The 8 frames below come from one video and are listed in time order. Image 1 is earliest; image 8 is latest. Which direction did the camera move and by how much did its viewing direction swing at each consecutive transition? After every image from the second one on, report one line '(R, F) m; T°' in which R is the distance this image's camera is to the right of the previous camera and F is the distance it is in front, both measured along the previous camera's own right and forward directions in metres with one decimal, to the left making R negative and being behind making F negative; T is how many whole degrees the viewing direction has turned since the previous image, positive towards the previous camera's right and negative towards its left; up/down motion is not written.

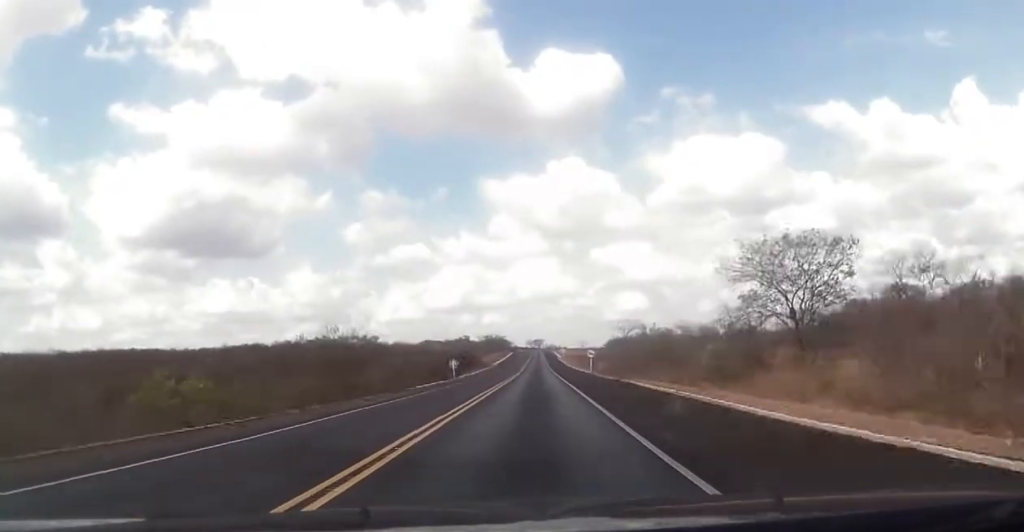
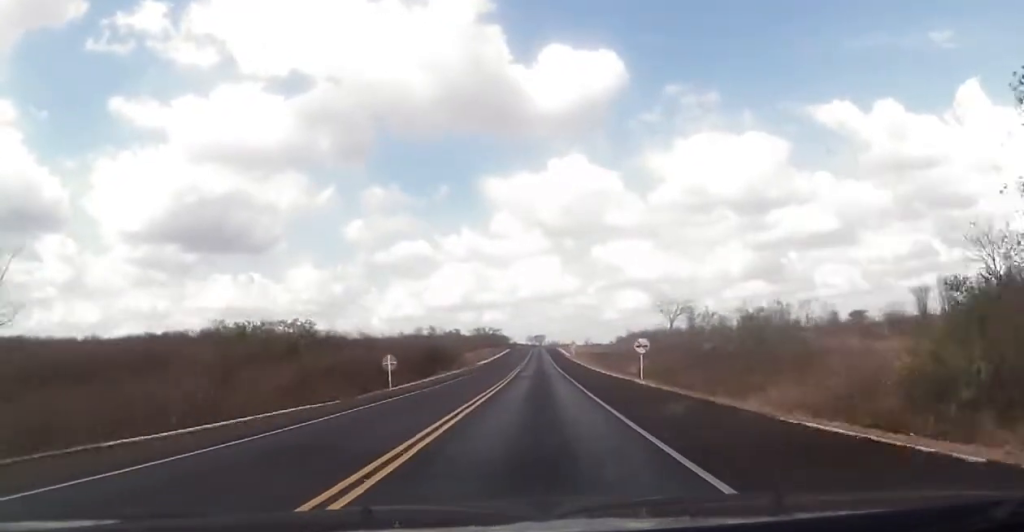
(+0.2, +34.6) m; 0°
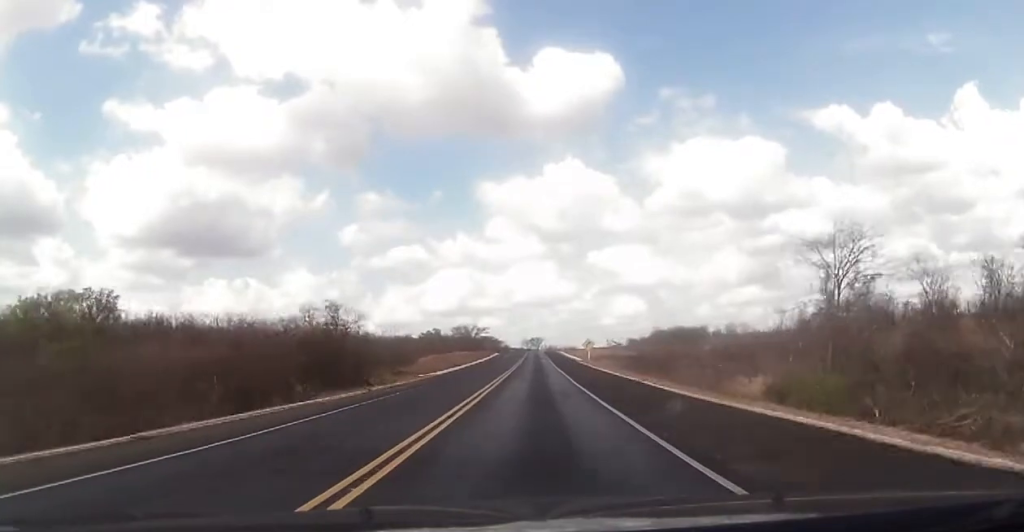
(-0.1, +40.3) m; 0°
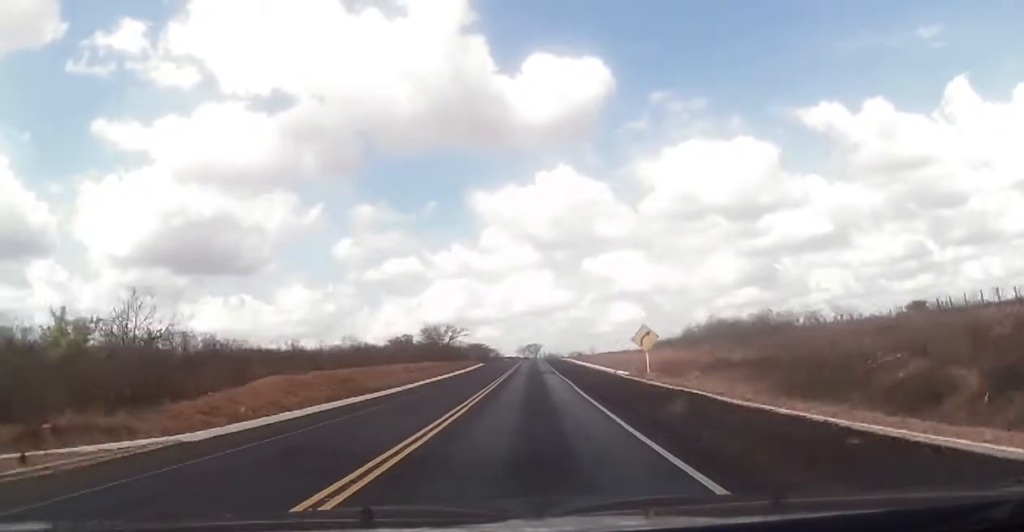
(+0.2, +40.6) m; +1°
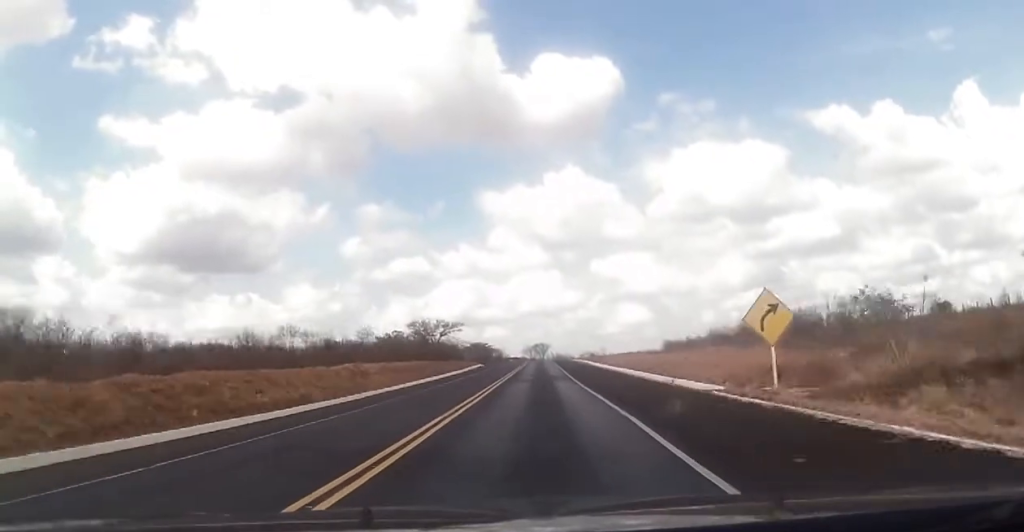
(+0.1, +17.9) m; 0°
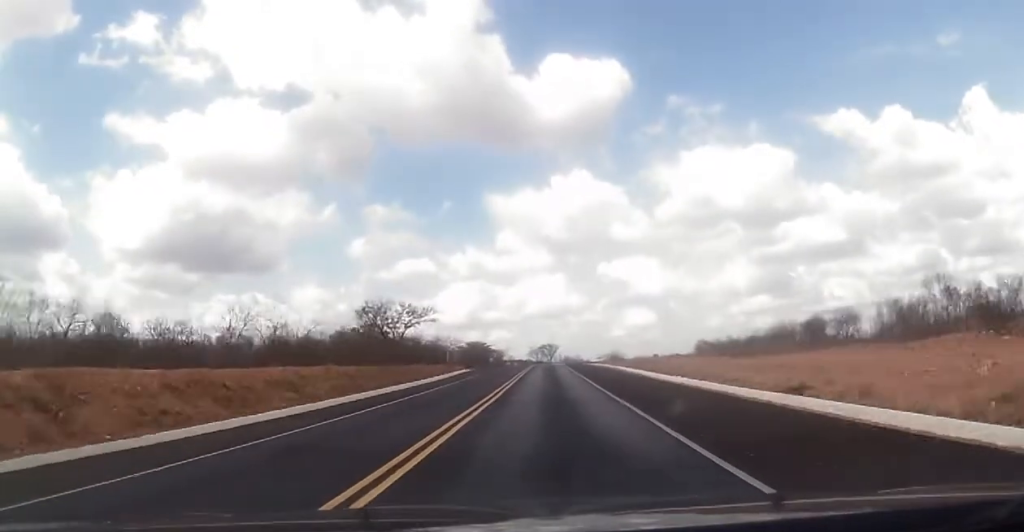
(0.0, +29.0) m; -1°
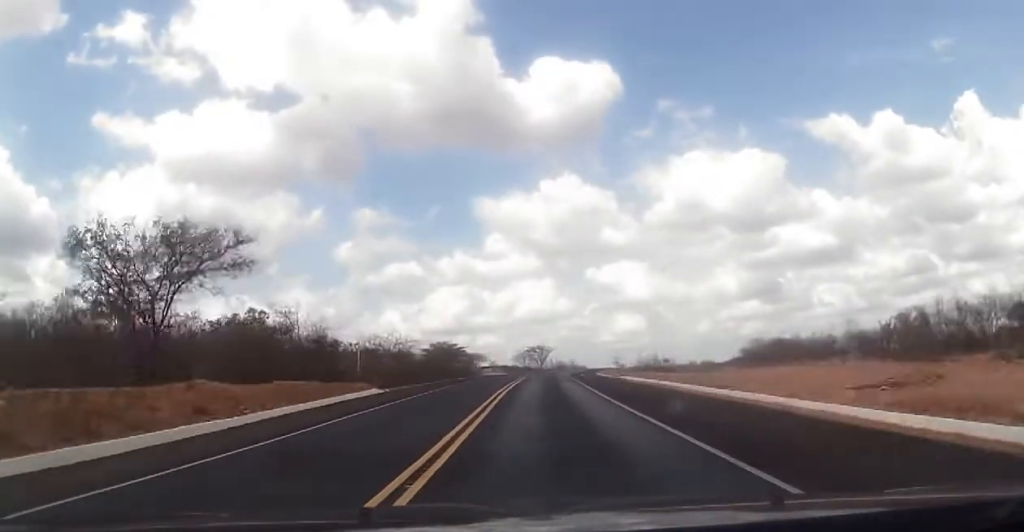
(-0.5, +41.8) m; 0°
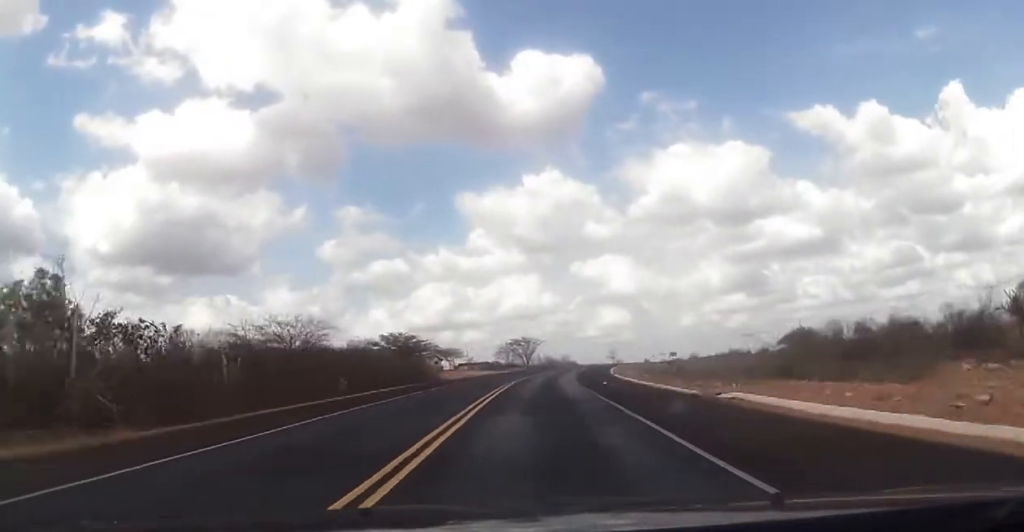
(+0.1, +31.2) m; +1°
